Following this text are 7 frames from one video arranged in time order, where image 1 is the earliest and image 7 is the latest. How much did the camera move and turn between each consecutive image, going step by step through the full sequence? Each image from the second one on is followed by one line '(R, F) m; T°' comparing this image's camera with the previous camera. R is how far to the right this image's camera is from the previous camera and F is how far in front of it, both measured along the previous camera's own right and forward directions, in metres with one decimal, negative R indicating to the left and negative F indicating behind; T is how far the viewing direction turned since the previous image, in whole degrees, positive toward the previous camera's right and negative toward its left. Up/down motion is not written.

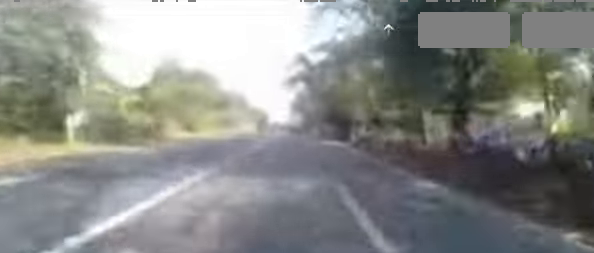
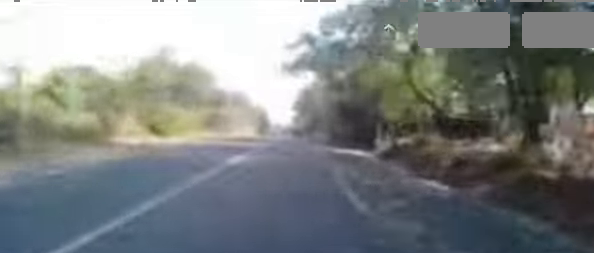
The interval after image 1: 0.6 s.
(0.0, +7.9) m; 0°
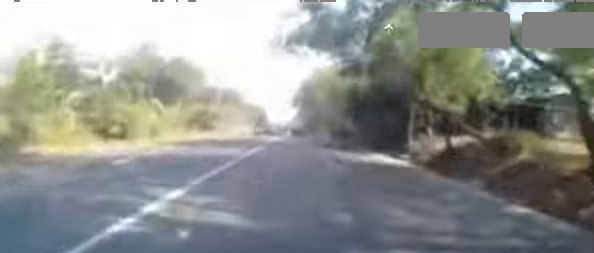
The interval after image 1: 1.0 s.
(0.0, +5.6) m; 0°
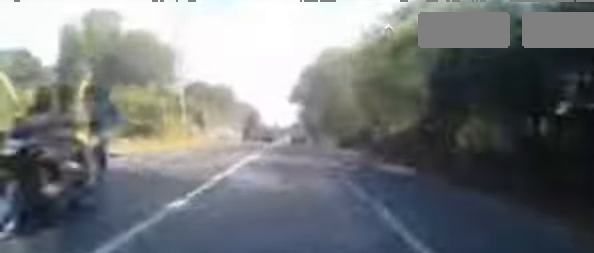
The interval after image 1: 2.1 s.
(0.0, +15.1) m; +1°
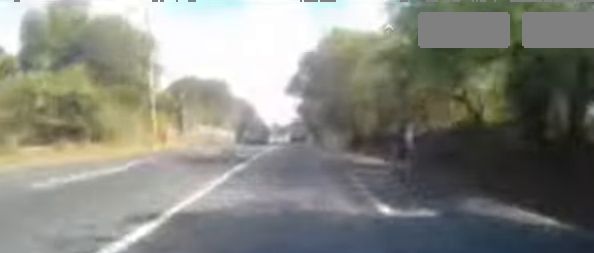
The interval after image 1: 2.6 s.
(-0.1, +6.7) m; +1°
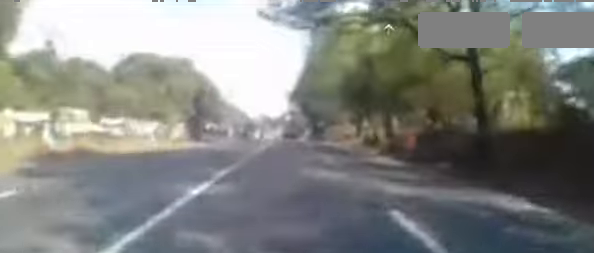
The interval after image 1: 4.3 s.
(+0.1, +21.5) m; -2°
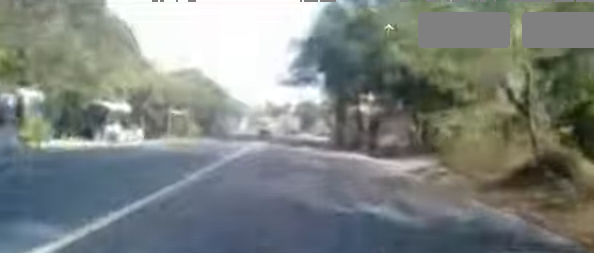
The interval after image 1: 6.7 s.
(+0.6, +29.8) m; +2°
